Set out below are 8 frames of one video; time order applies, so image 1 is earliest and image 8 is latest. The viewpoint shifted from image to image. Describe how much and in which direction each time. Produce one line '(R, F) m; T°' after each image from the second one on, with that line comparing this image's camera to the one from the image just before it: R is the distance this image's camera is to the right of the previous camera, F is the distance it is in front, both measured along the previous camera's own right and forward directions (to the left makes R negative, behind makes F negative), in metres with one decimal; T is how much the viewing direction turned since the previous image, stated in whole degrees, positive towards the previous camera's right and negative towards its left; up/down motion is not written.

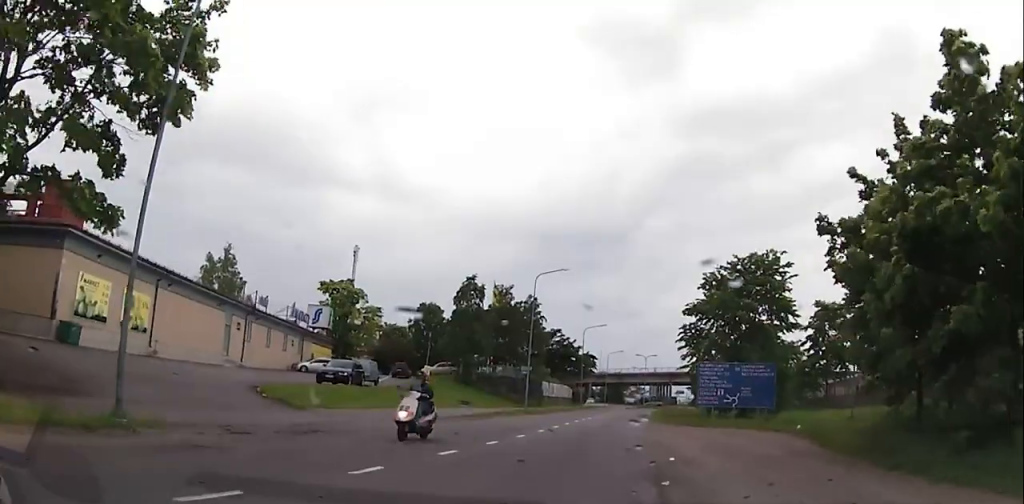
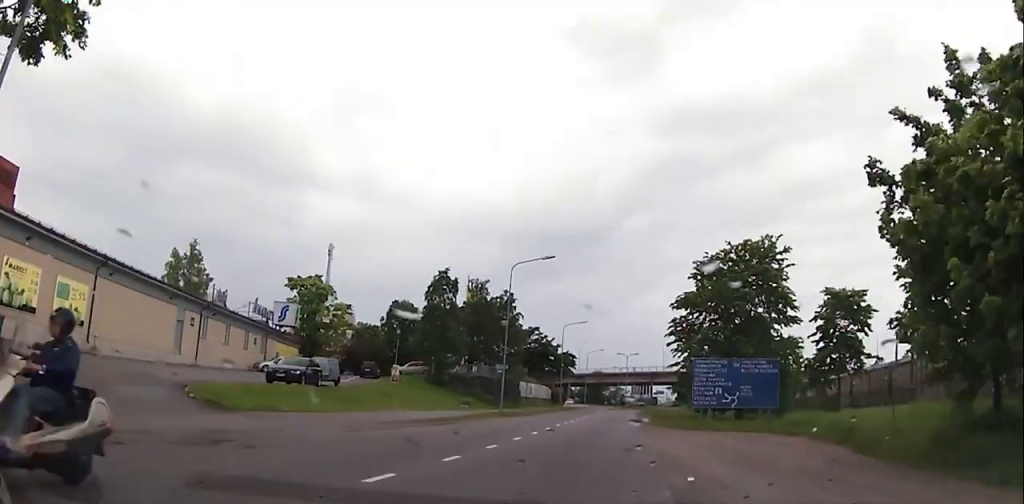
(-0.1, +3.6) m; 0°
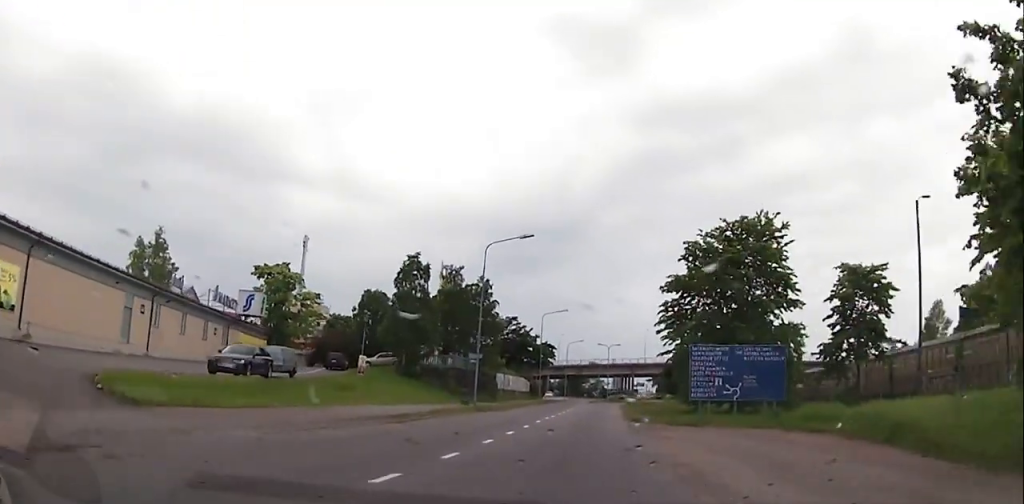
(+0.1, +3.6) m; 0°
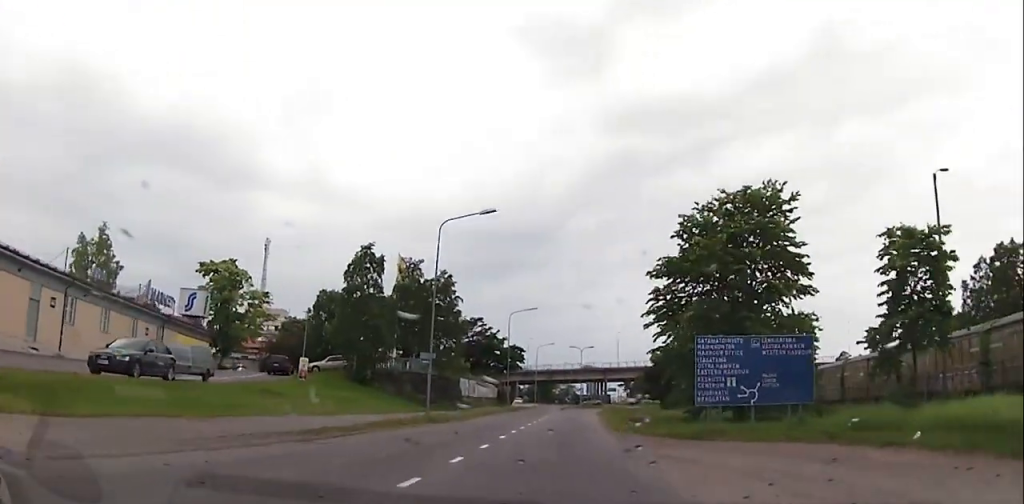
(+0.1, +5.7) m; +1°
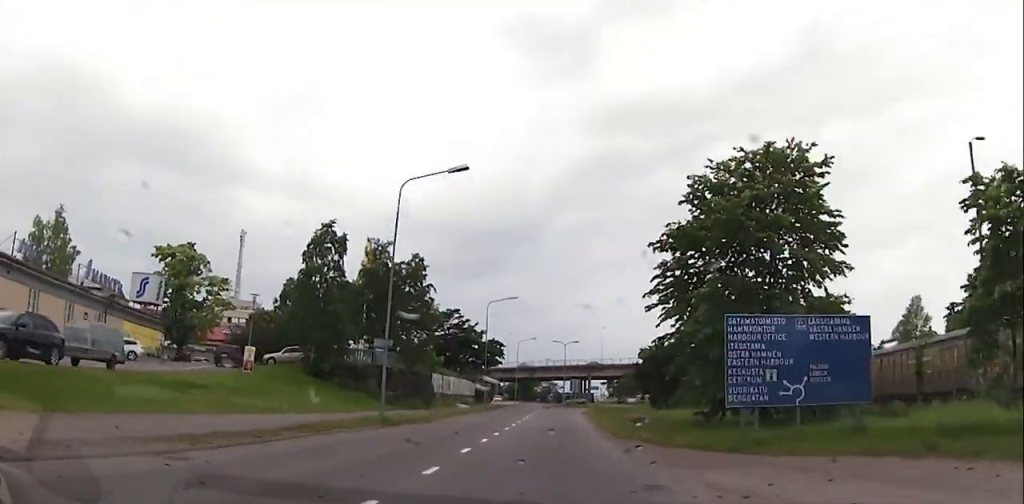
(-0.1, +5.5) m; +2°
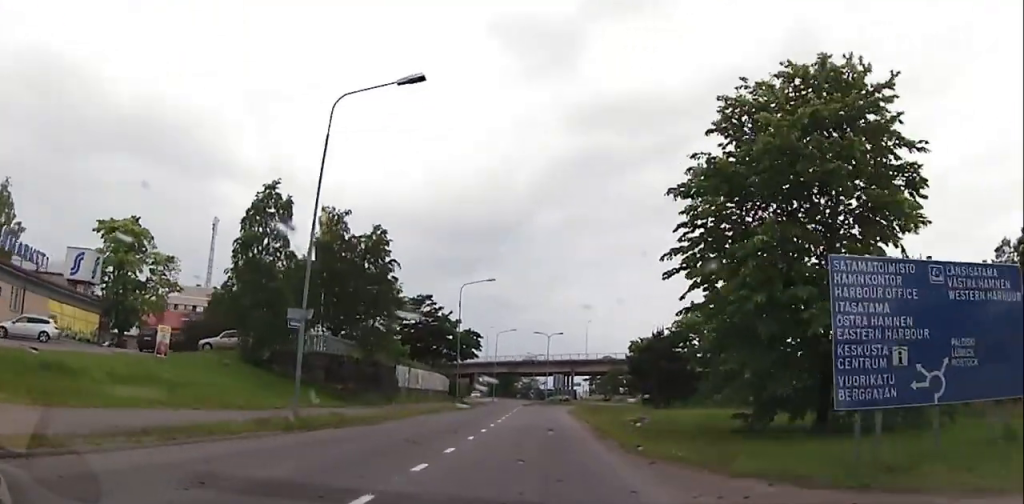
(+0.2, +7.1) m; +2°
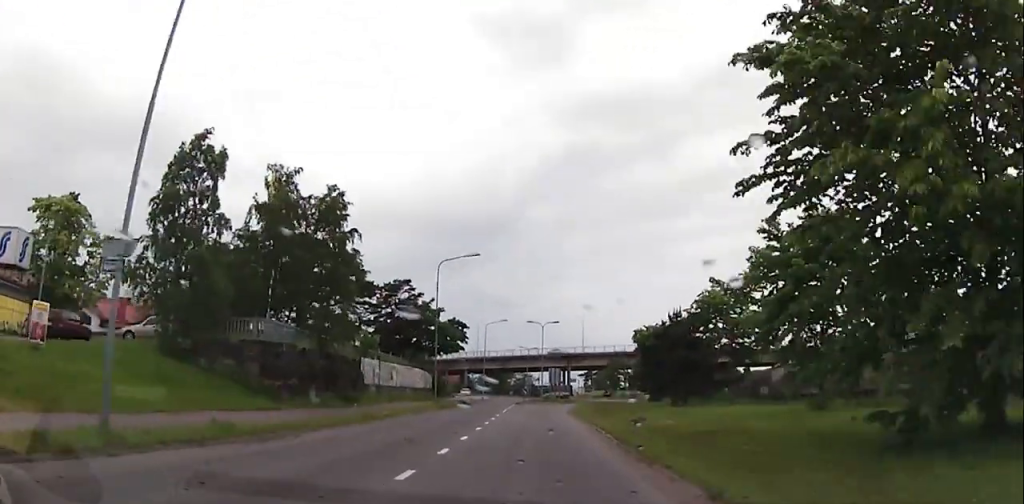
(+0.3, +8.2) m; +1°
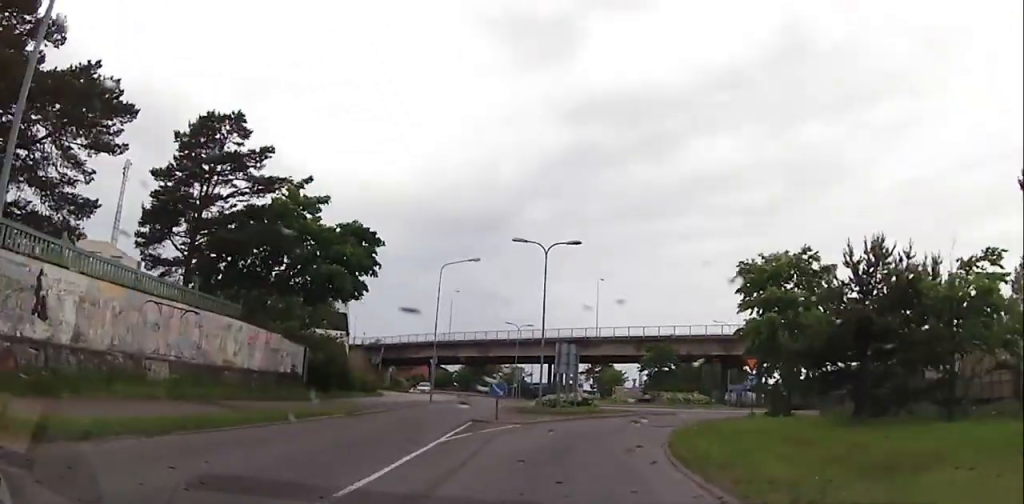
(+0.7, +37.8) m; +4°
